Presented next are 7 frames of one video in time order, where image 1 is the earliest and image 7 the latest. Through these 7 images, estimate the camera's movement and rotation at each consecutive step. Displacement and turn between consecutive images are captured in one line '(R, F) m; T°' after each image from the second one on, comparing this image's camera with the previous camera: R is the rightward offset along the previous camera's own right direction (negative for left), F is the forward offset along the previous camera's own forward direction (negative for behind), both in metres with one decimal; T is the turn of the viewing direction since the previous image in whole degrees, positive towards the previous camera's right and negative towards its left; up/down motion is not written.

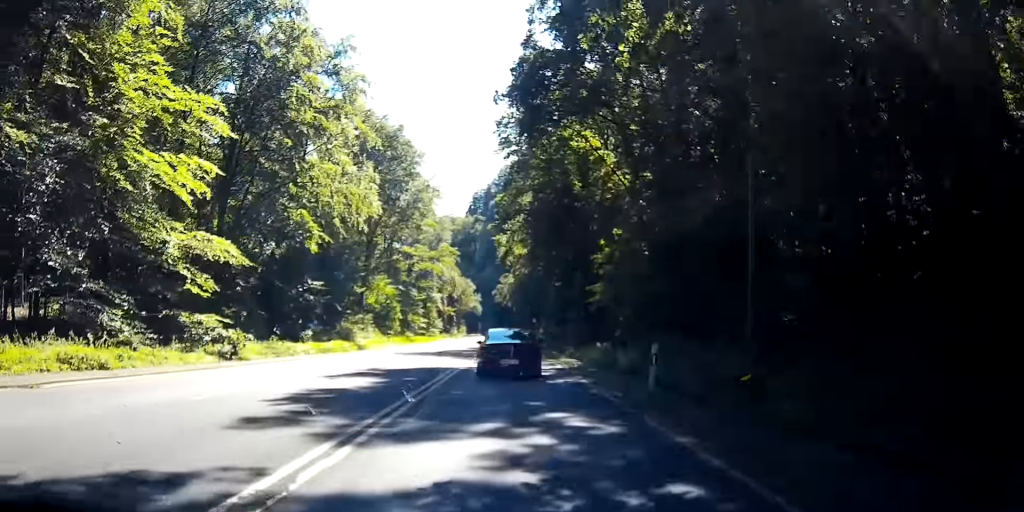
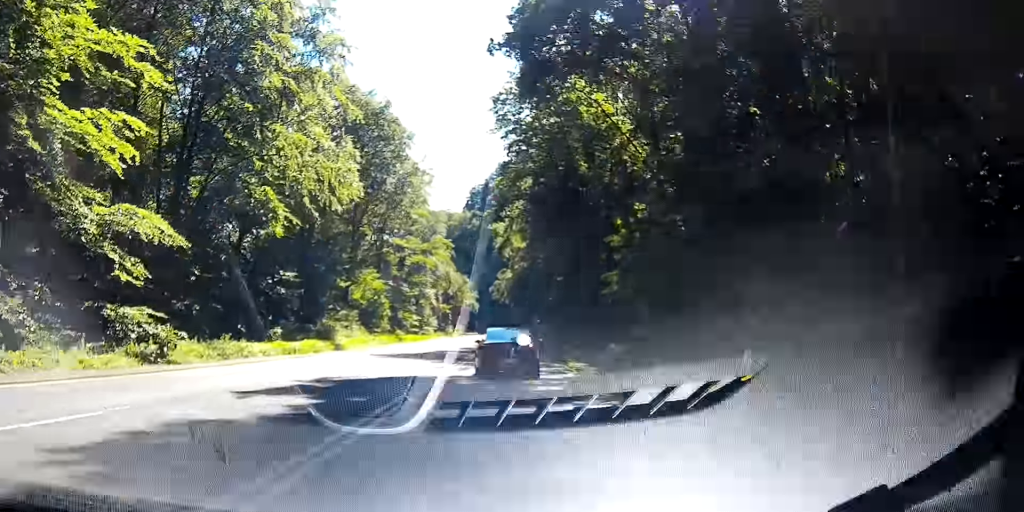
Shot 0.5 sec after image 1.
(0.0, +6.9) m; -1°
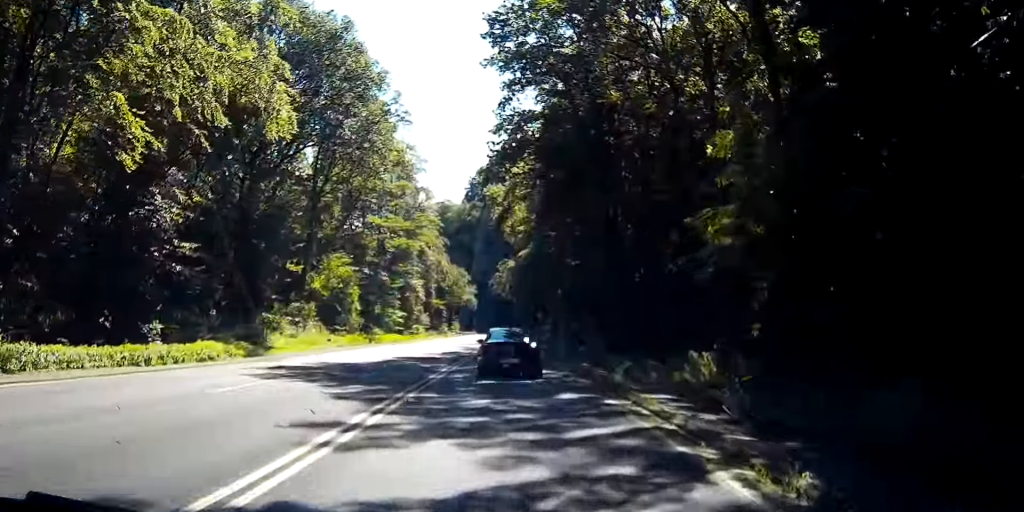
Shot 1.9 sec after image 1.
(-0.5, +17.4) m; -4°
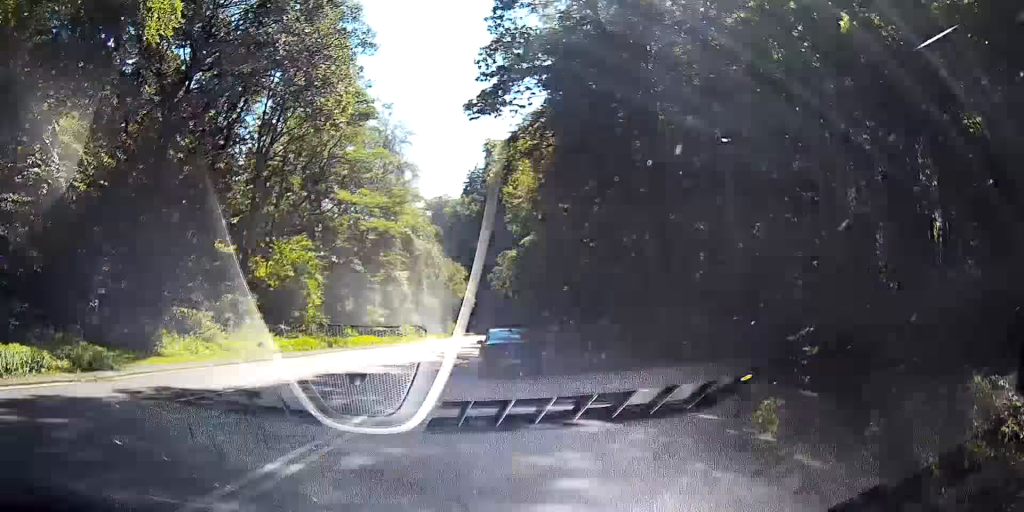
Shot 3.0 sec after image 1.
(-0.7, +14.5) m; -5°
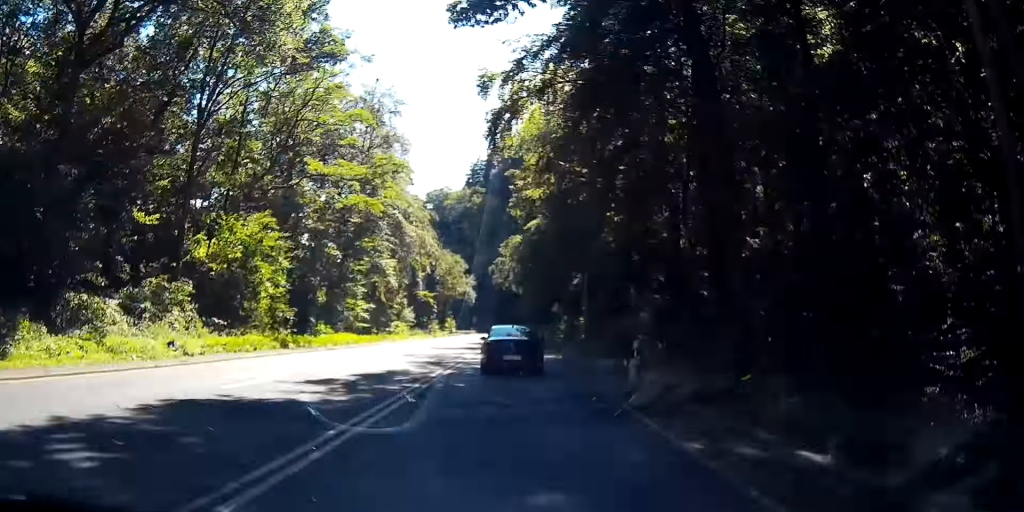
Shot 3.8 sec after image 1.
(-0.3, +10.5) m; -2°
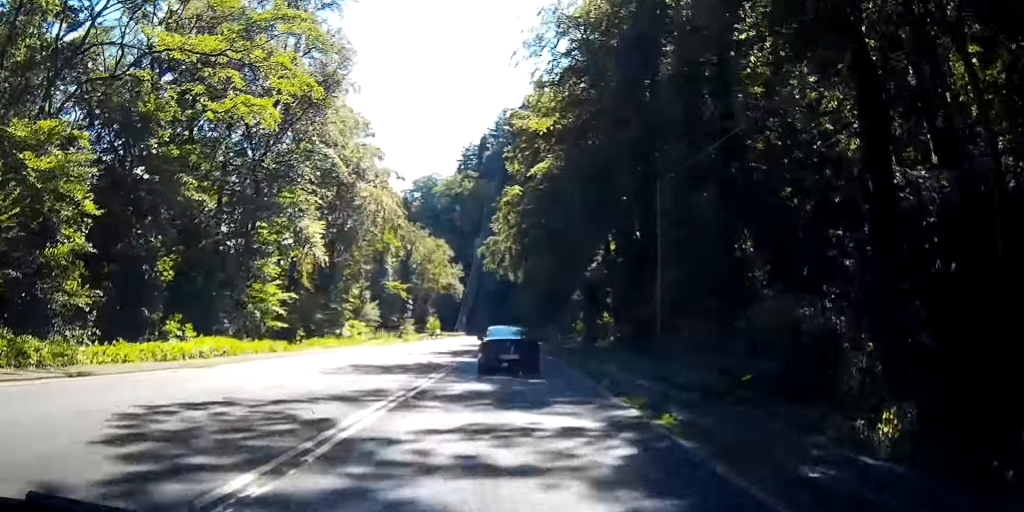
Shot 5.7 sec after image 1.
(+0.3, +25.0) m; +1°
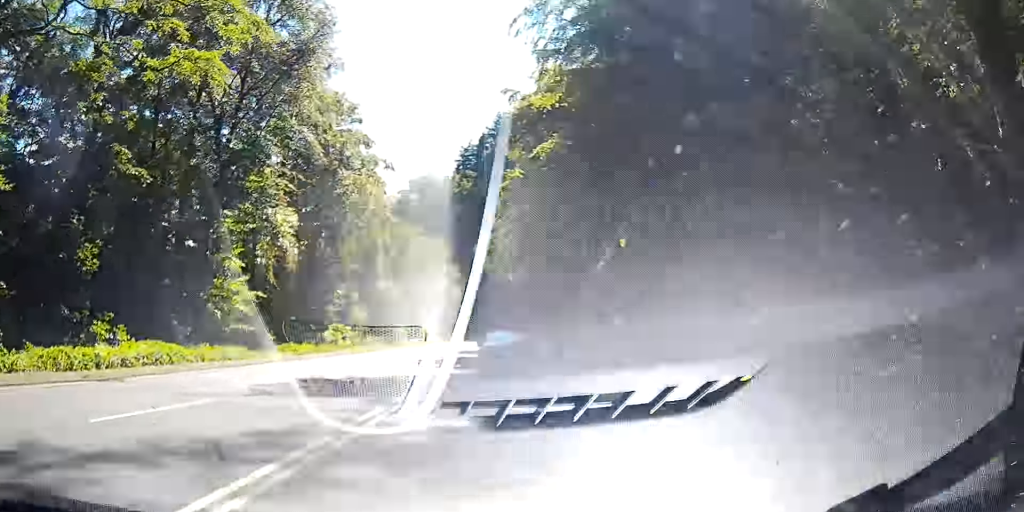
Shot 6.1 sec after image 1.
(0.0, +6.2) m; 0°
